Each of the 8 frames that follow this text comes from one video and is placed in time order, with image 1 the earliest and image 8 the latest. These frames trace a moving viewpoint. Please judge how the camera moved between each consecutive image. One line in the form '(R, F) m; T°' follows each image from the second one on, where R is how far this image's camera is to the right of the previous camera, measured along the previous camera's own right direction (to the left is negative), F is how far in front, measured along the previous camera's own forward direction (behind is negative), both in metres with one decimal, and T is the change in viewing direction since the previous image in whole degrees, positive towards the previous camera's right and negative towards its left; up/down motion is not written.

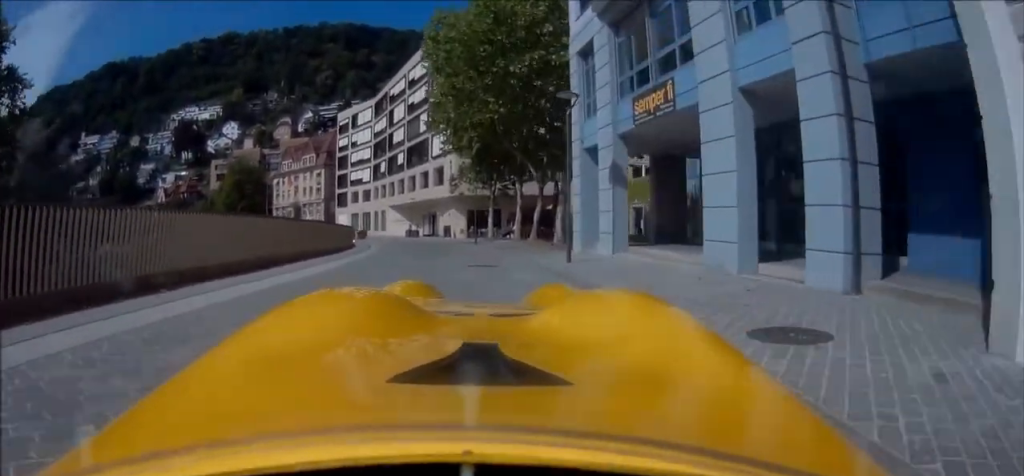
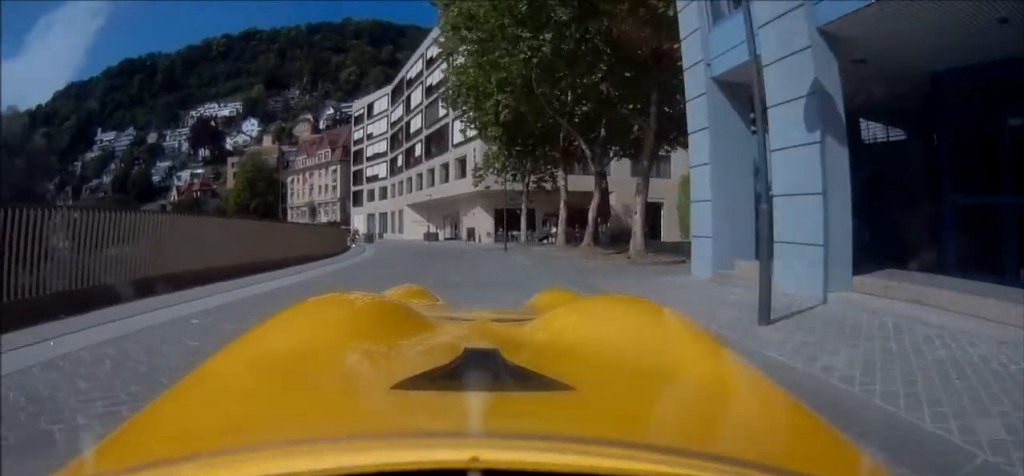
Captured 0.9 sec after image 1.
(-0.2, +9.9) m; -1°
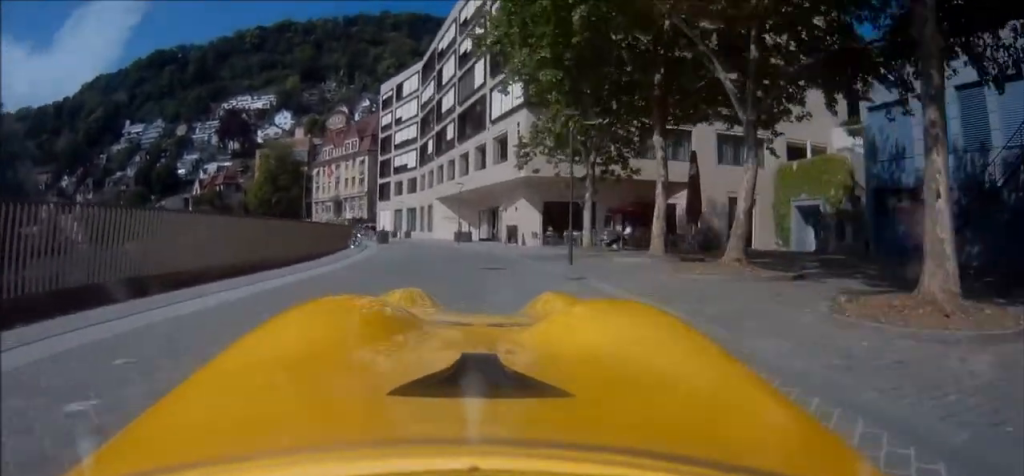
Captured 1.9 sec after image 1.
(-0.1, +10.6) m; -1°
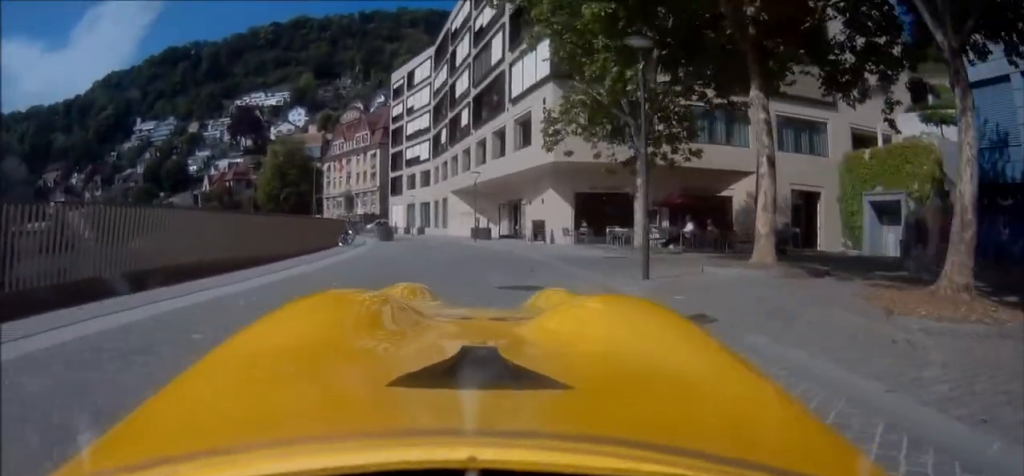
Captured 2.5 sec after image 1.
(0.0, +6.0) m; -1°
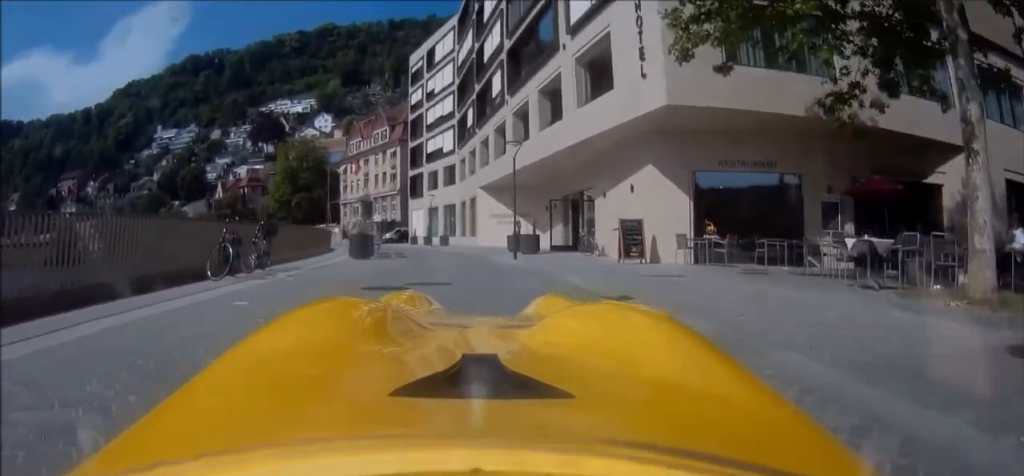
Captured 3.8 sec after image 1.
(-0.4, +14.3) m; -3°
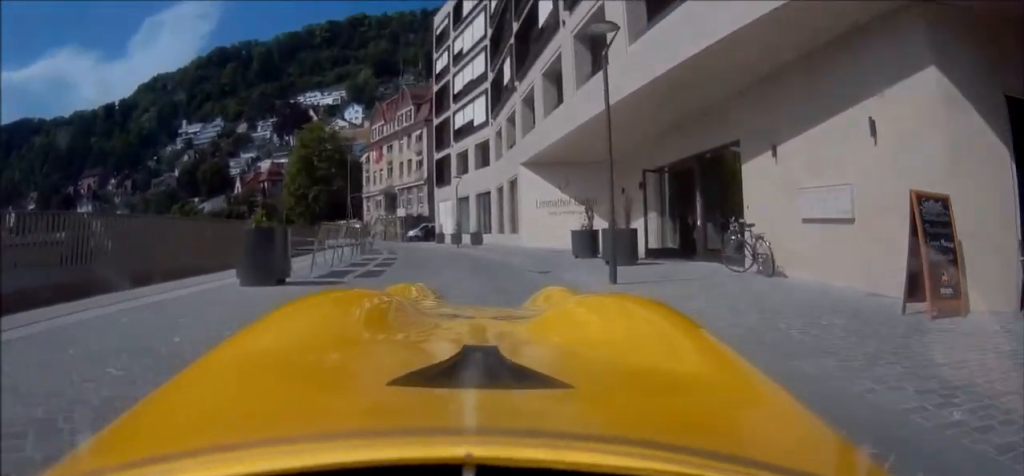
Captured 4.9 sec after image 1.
(-0.3, +11.4) m; -3°
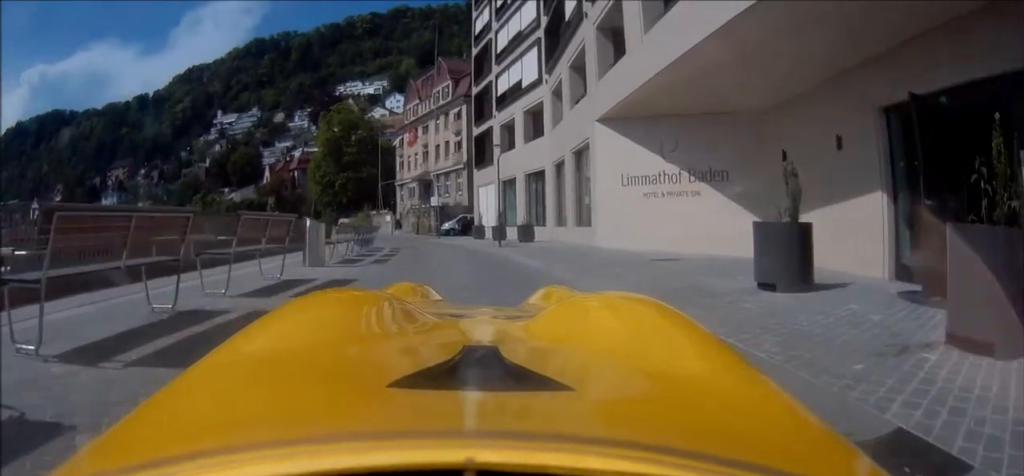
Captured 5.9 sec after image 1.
(-0.3, +10.2) m; -4°
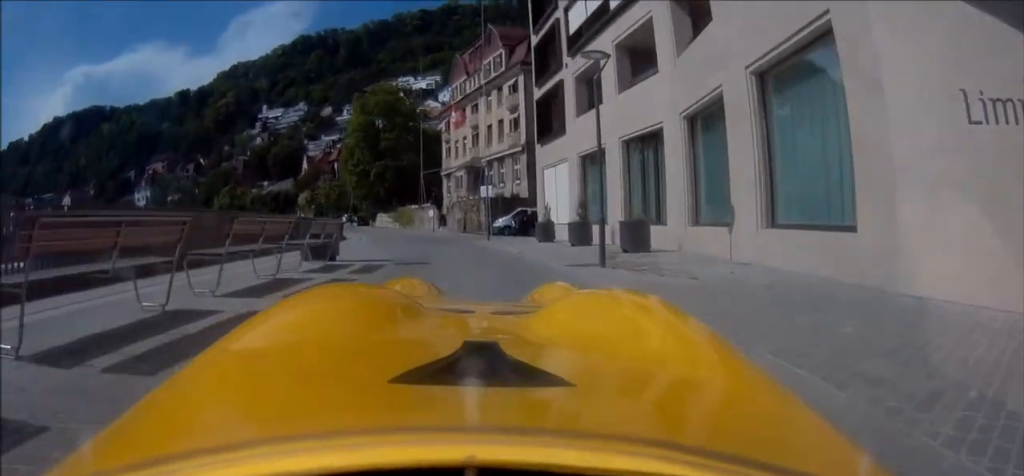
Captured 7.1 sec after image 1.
(-0.5, +12.5) m; -4°
